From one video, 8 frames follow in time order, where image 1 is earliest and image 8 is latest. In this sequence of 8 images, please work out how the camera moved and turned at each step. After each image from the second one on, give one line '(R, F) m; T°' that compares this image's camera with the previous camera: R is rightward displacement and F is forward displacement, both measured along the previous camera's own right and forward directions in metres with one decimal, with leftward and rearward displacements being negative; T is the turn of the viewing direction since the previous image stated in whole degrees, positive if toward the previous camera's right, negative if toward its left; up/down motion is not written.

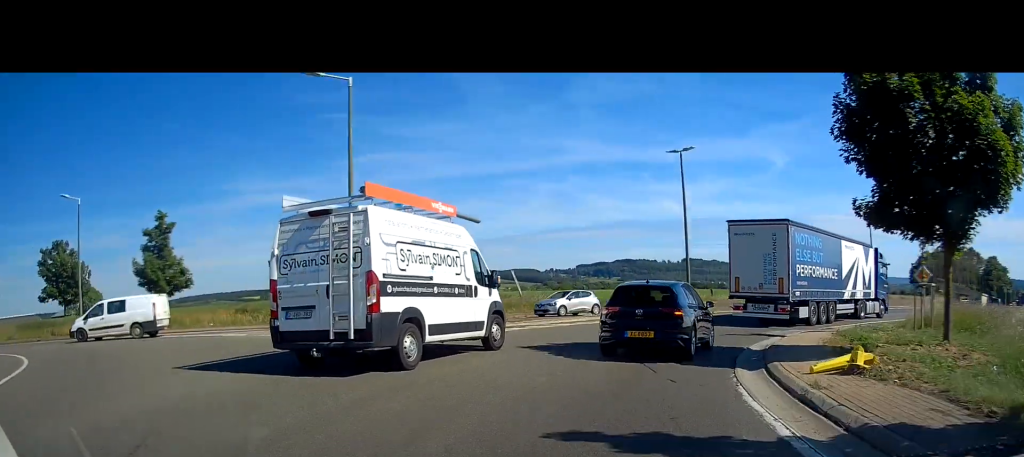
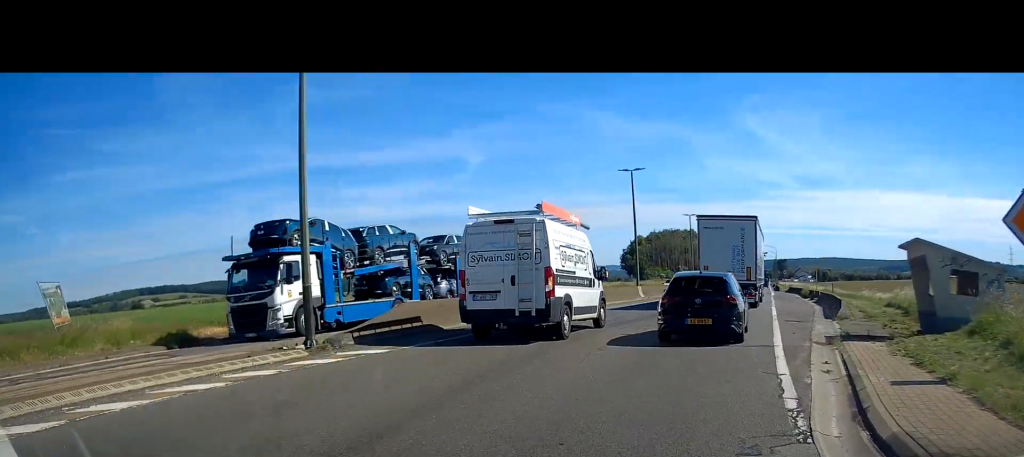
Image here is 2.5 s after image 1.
(+1.6, +21.1) m; +16°
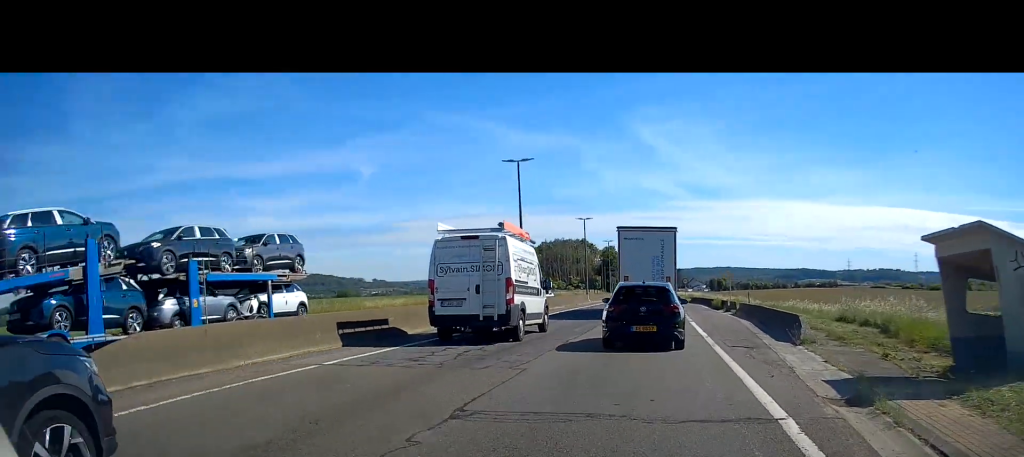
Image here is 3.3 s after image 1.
(+1.2, +6.6) m; +11°
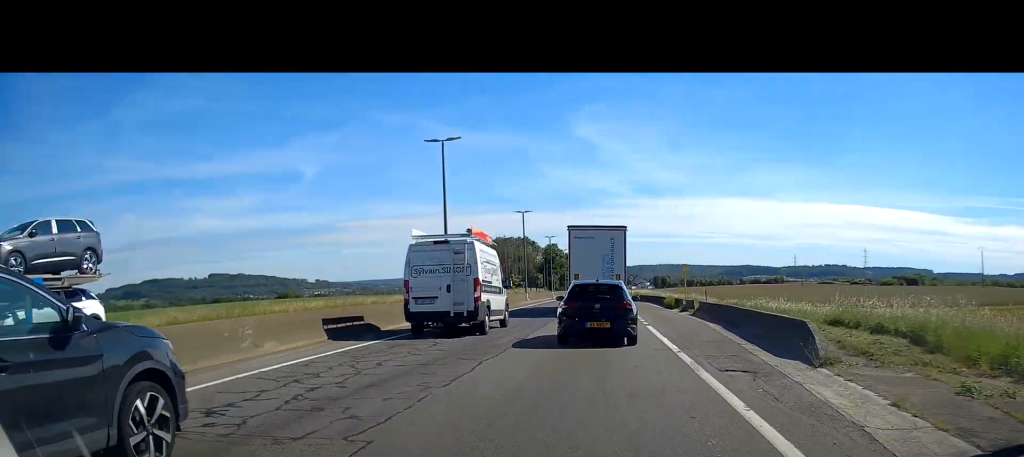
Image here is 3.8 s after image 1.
(+0.4, +5.0) m; +6°
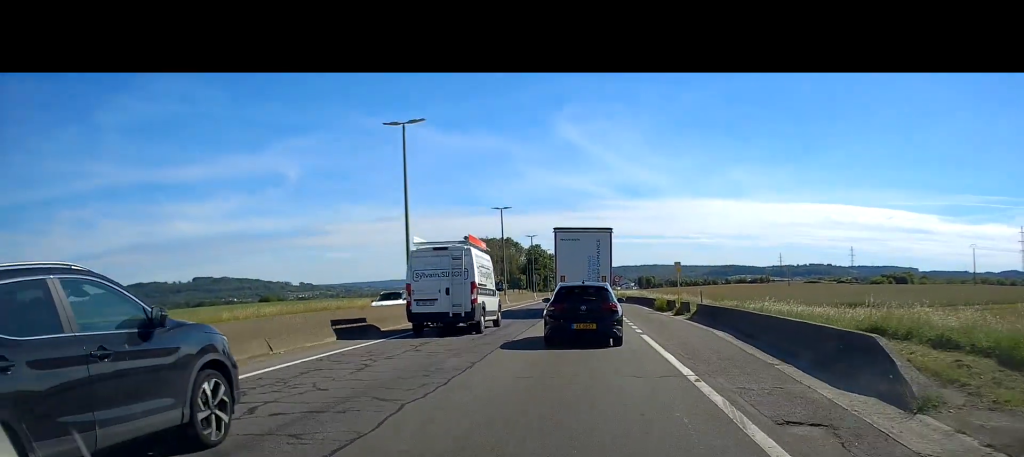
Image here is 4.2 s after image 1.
(+0.1, +3.9) m; +2°
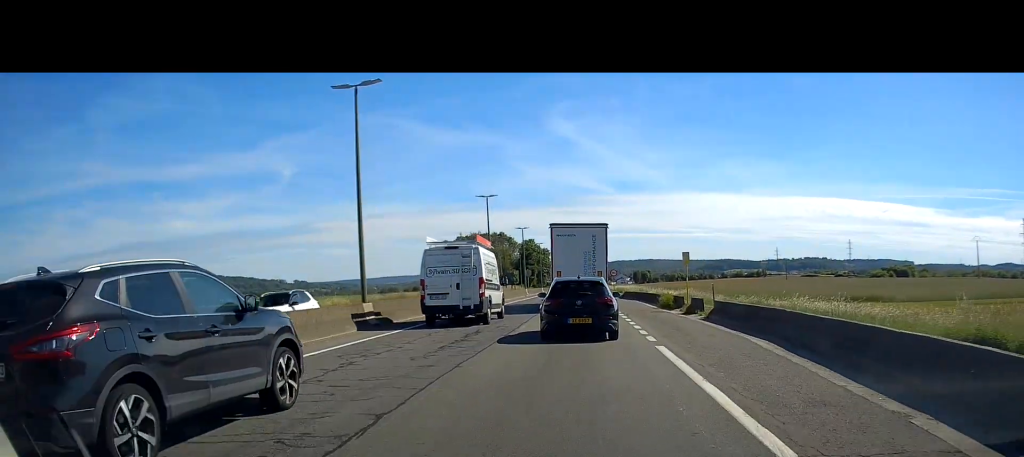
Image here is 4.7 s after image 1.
(+0.1, +5.0) m; +2°
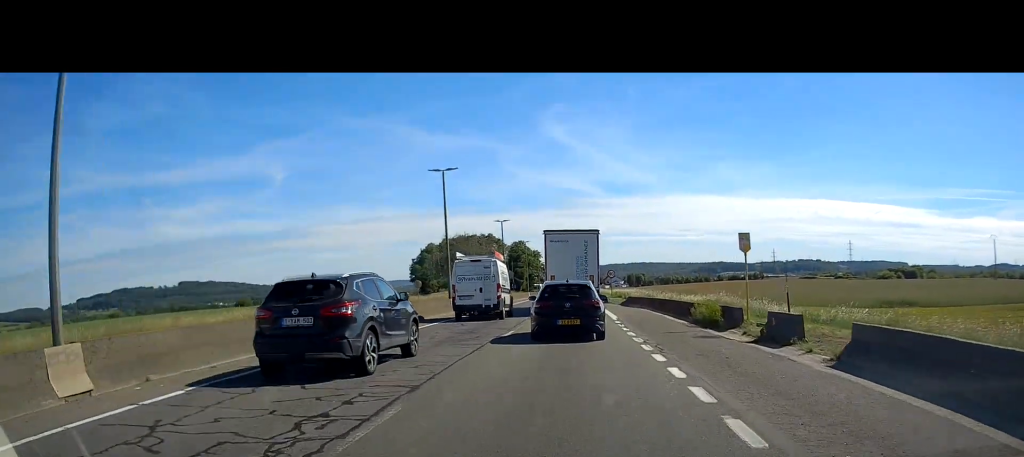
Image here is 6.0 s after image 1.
(+0.3, +13.8) m; +1°
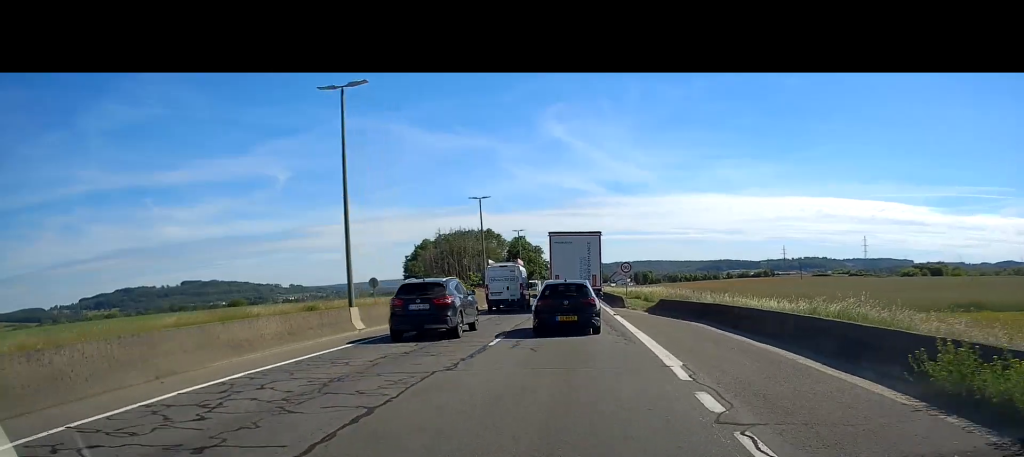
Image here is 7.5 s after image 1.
(-0.3, +17.0) m; -2°
